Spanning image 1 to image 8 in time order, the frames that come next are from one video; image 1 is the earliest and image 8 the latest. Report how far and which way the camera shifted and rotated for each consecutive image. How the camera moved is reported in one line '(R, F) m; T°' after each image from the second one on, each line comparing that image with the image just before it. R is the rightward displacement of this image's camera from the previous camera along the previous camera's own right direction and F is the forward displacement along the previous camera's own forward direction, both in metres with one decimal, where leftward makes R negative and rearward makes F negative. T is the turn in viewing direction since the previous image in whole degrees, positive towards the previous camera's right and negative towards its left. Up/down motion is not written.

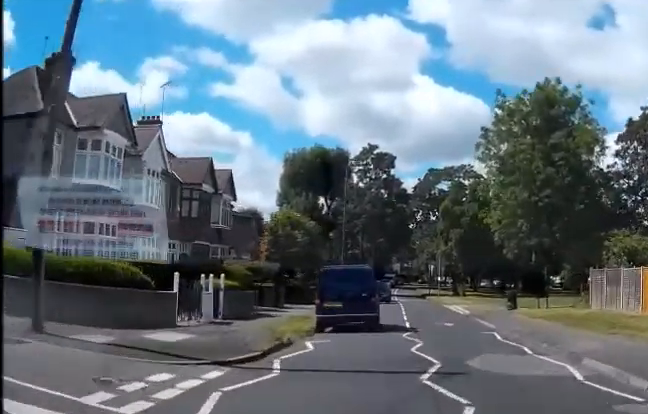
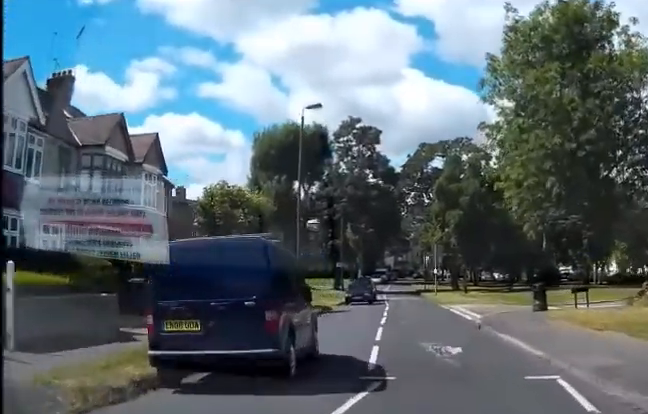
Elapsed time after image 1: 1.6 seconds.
(0.0, +10.5) m; 0°
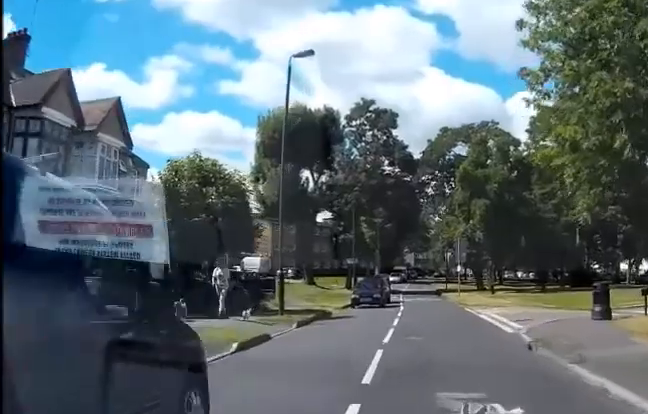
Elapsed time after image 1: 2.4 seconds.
(0.0, +5.9) m; 0°
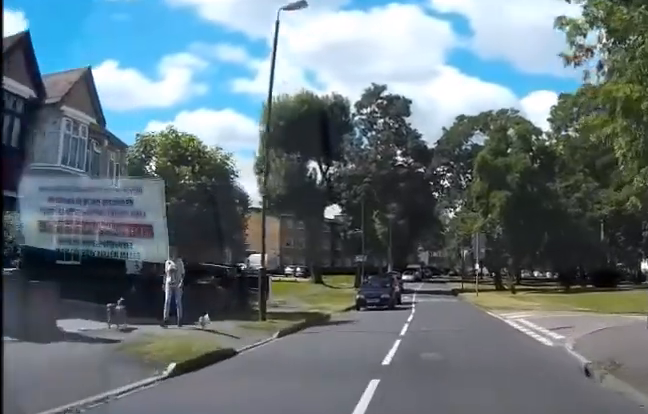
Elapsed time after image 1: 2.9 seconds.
(0.0, +3.4) m; 0°
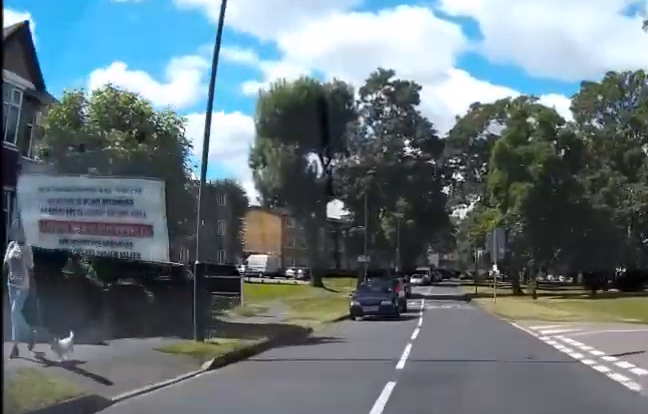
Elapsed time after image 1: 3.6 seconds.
(0.0, +4.4) m; 0°
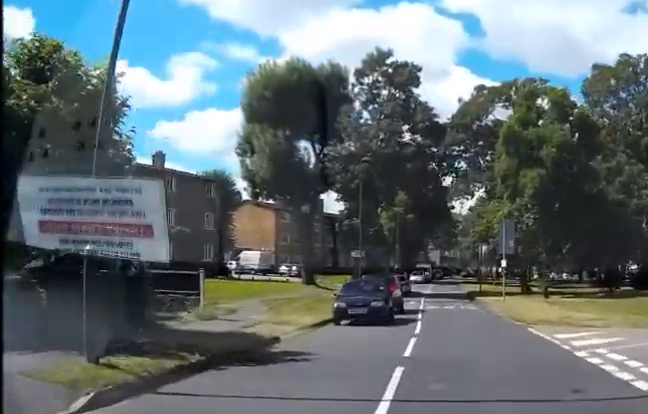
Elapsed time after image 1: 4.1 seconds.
(0.0, +3.3) m; 0°
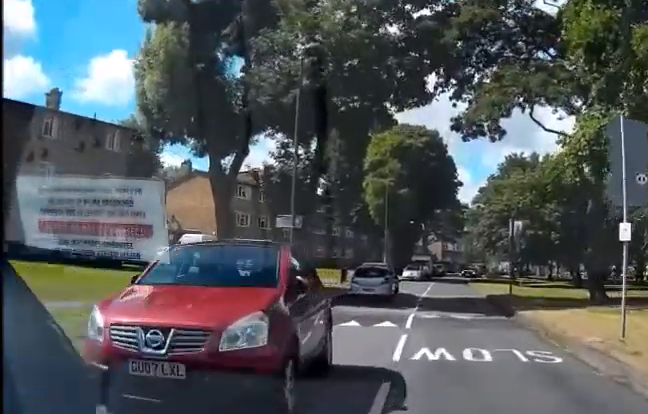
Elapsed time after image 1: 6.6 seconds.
(0.0, +14.7) m; -1°
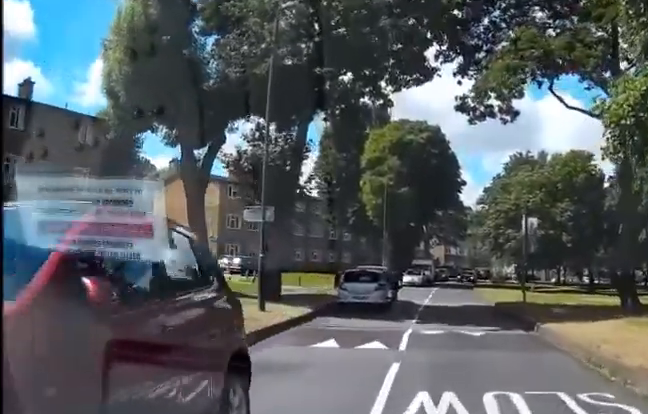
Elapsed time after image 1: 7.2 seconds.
(0.0, +2.8) m; -1°
